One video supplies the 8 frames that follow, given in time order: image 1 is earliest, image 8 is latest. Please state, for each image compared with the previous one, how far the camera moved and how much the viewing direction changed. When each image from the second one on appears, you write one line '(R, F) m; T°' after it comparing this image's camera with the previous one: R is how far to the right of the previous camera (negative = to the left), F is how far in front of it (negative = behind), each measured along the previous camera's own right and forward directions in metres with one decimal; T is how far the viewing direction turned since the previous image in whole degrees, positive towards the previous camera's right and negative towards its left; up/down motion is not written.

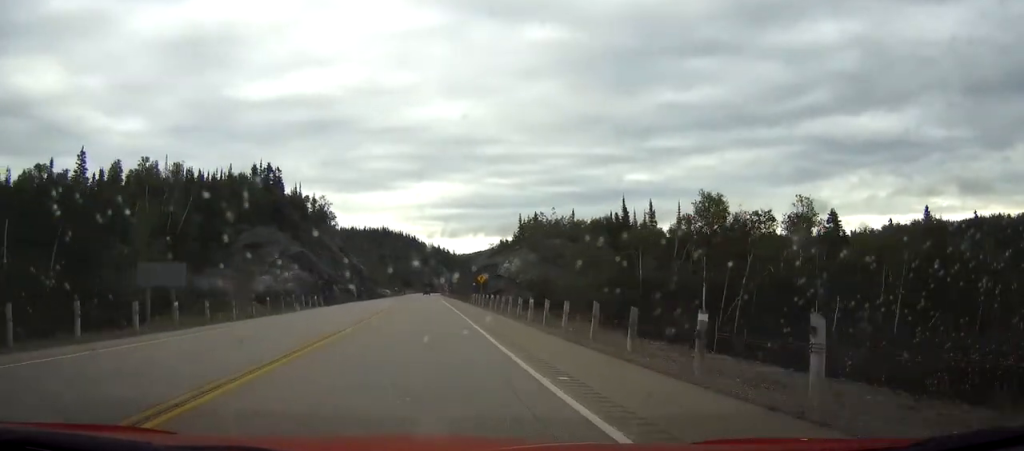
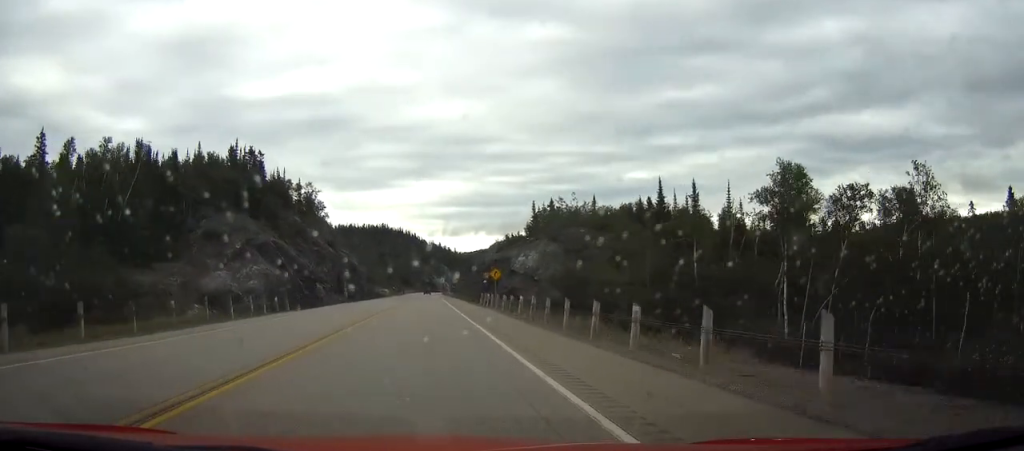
(0.0, +13.4) m; 0°
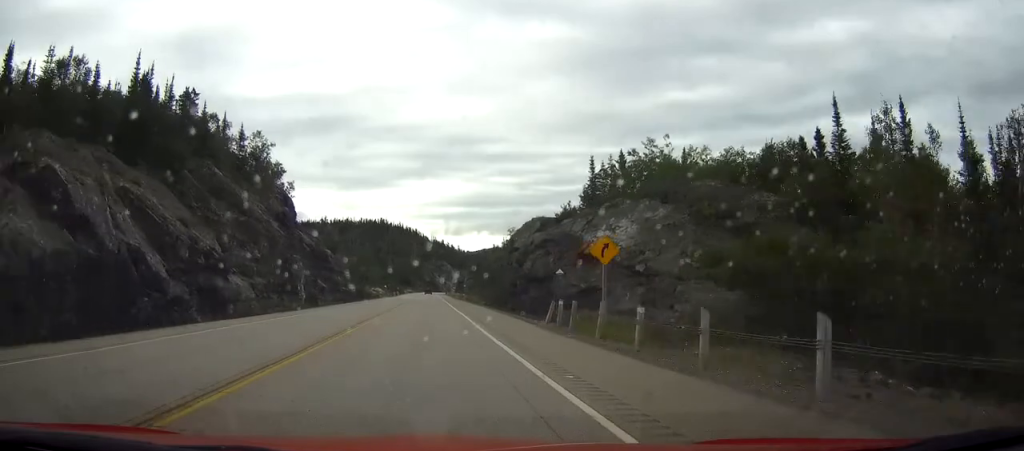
(0.0, +32.9) m; 0°
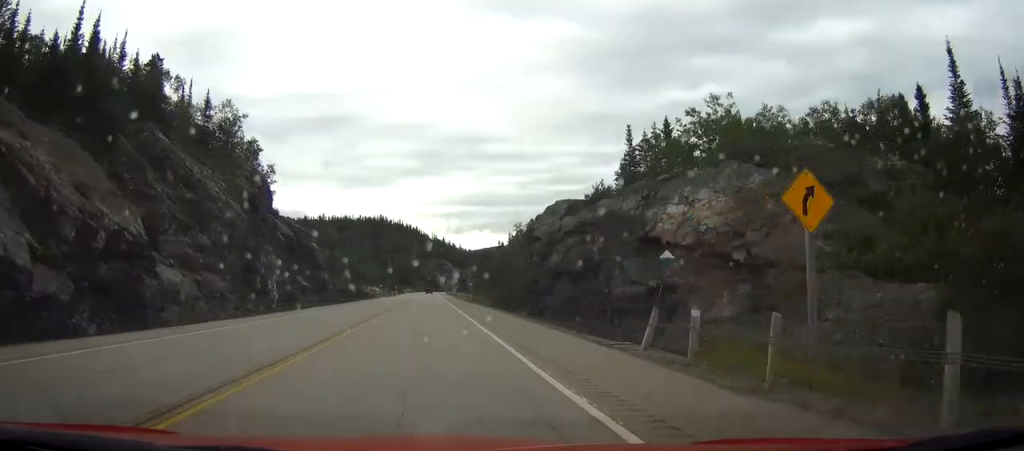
(0.0, +11.5) m; 0°
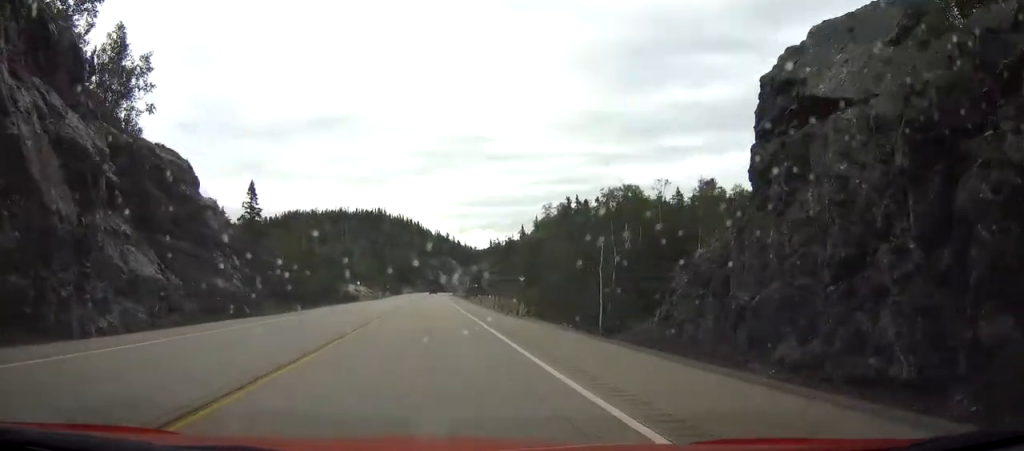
(0.0, +37.1) m; 0°
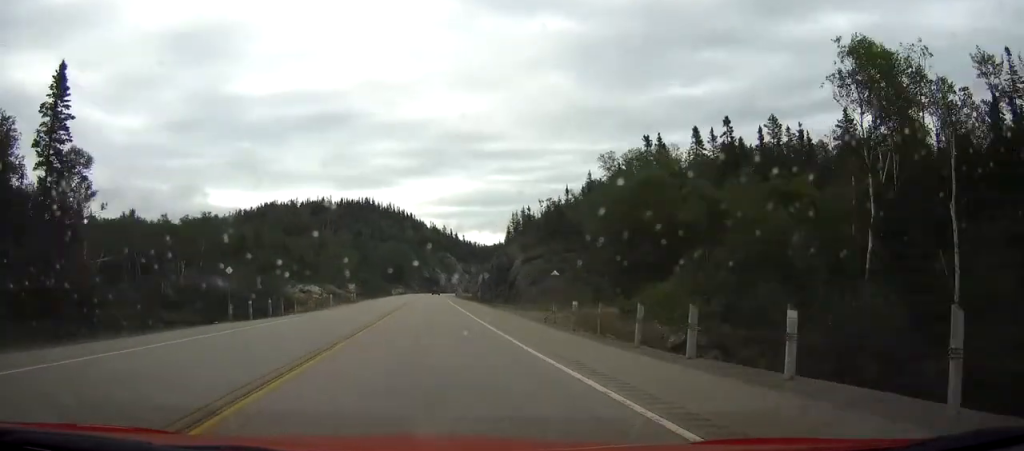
(0.0, +44.8) m; 0°
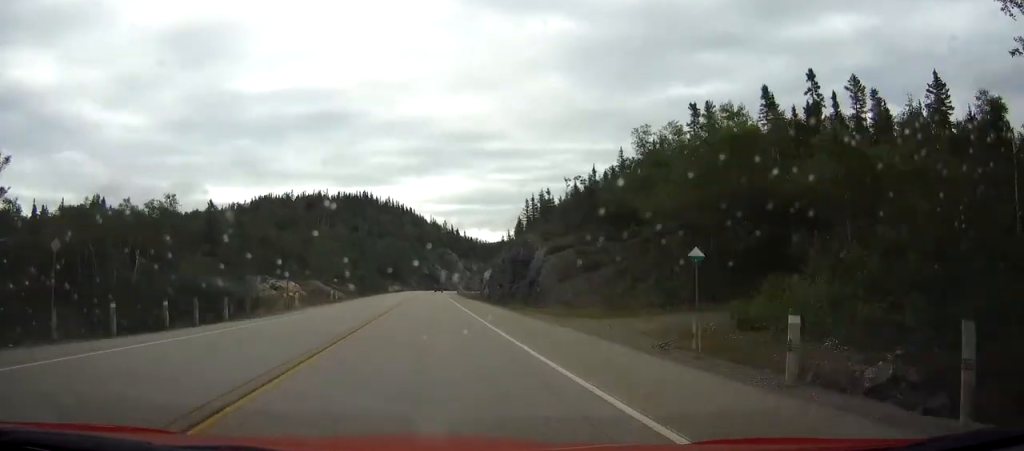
(0.0, +13.1) m; 0°
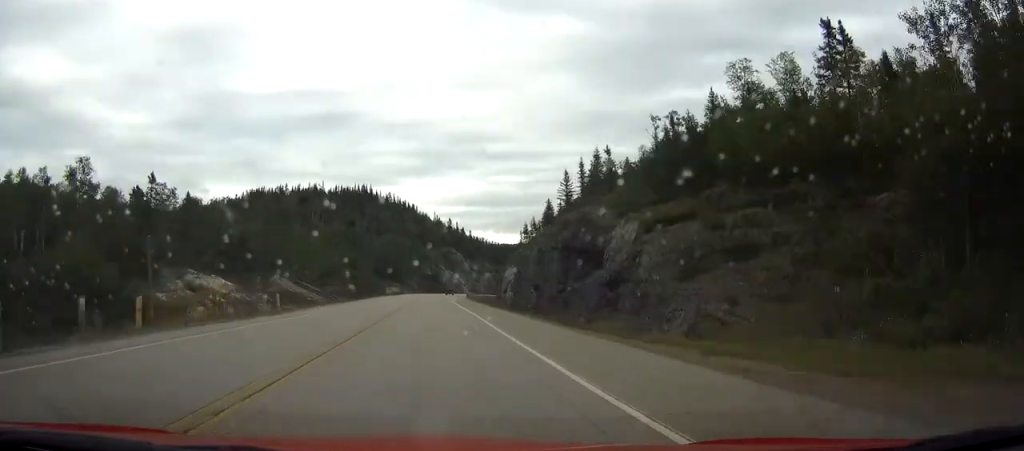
(0.0, +21.8) m; 0°
